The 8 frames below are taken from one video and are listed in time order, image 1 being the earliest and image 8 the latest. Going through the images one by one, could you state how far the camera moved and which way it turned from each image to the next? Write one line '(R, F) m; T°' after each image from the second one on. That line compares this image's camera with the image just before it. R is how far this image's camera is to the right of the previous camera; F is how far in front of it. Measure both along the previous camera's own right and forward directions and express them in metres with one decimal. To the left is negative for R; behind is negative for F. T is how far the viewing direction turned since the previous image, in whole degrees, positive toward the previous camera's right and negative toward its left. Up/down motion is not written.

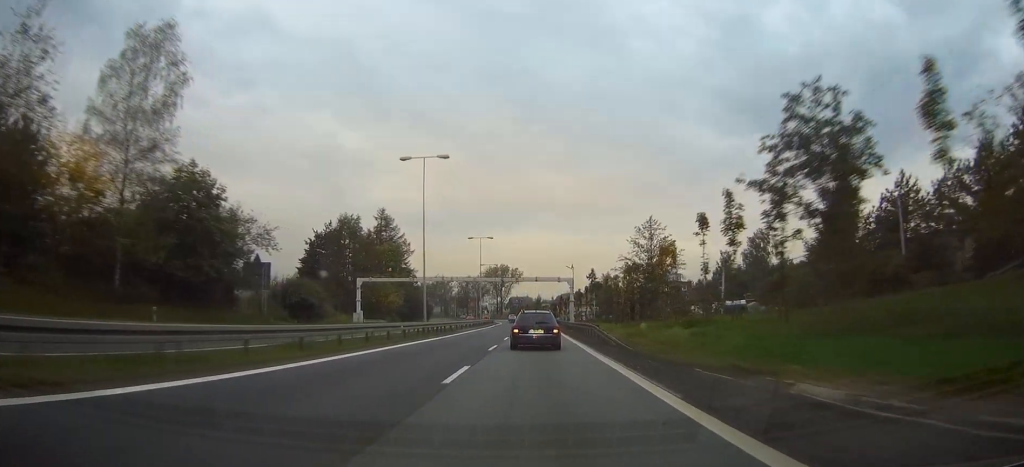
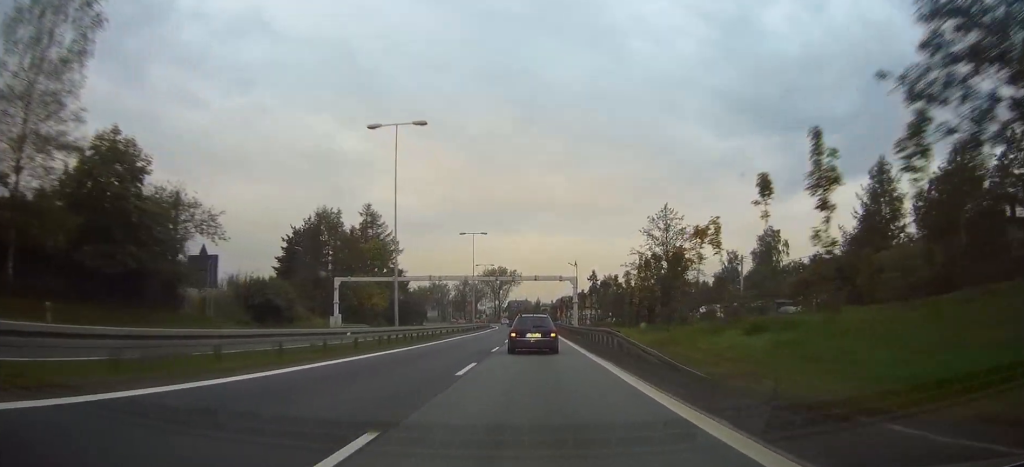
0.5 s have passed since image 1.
(0.0, +9.5) m; 0°
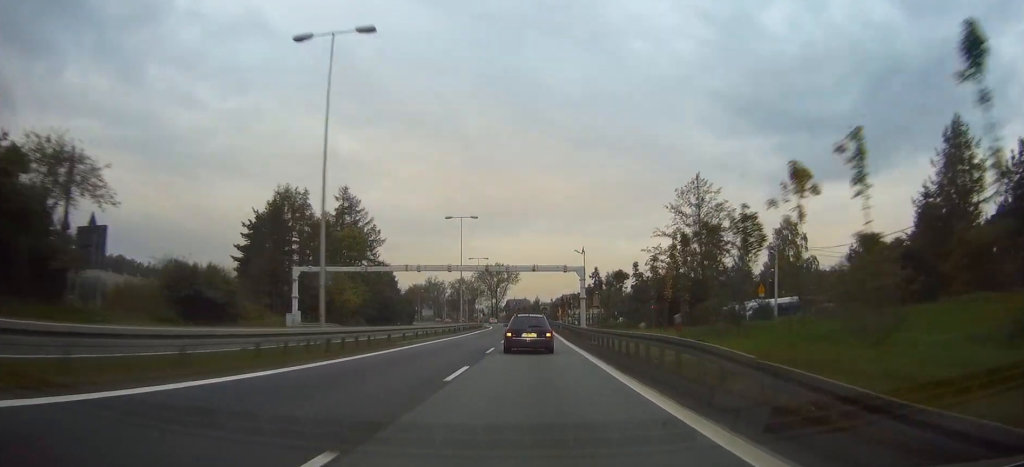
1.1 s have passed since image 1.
(0.0, +13.4) m; 0°
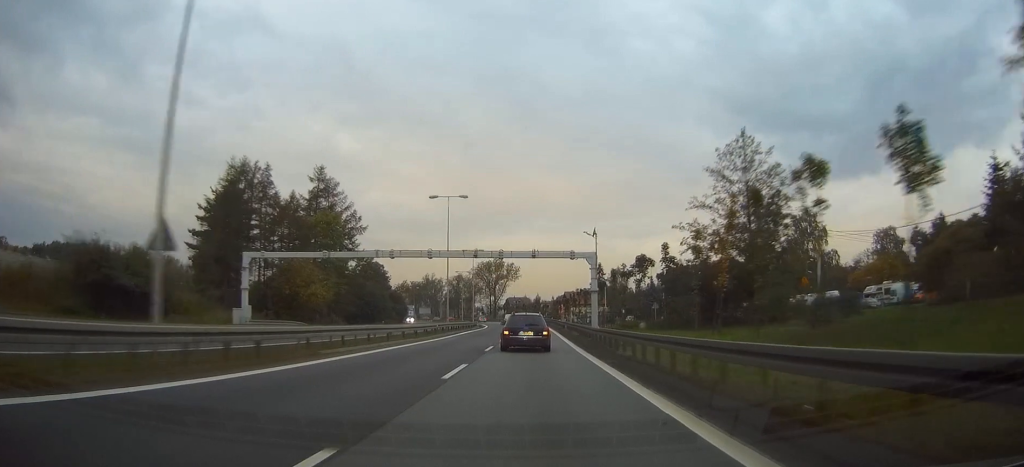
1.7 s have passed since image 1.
(0.0, +12.0) m; 0°
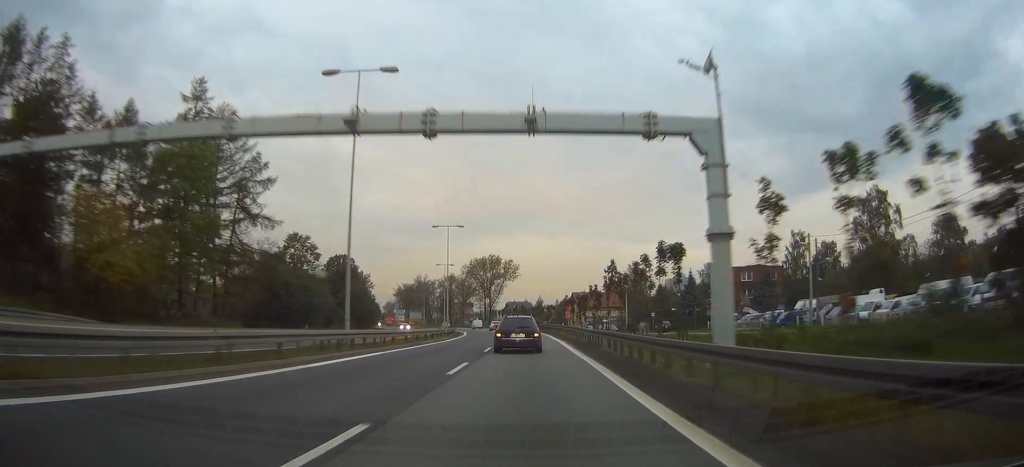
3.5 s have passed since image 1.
(0.0, +34.5) m; 0°
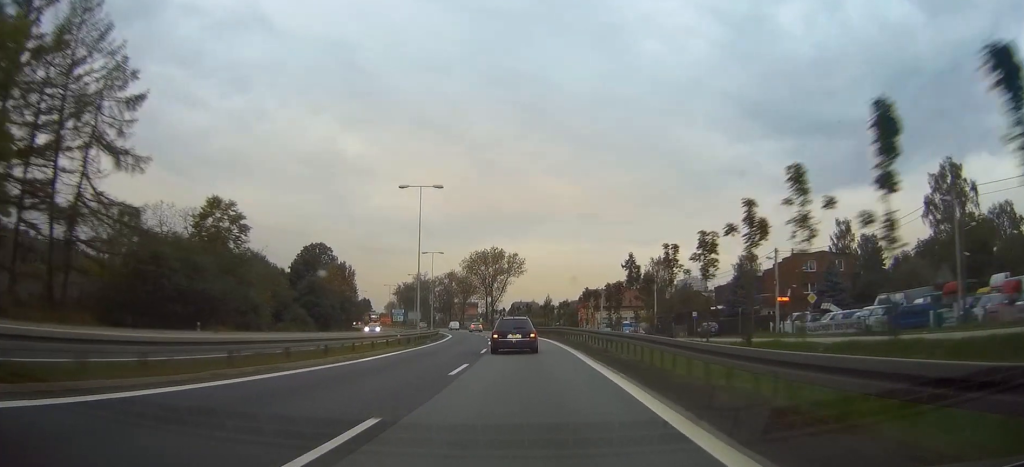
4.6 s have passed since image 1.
(-0.2, +23.6) m; -1°
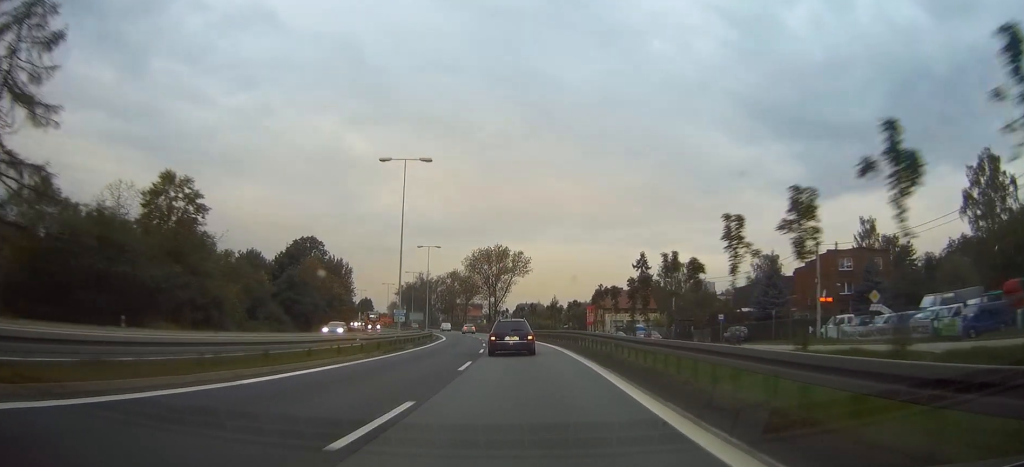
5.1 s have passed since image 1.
(0.0, +9.6) m; 0°
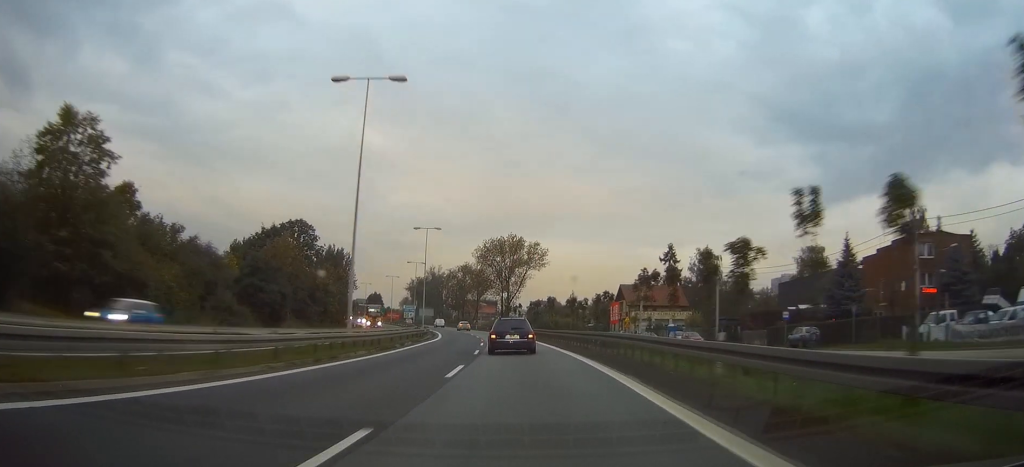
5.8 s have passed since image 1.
(0.0, +15.2) m; -1°
